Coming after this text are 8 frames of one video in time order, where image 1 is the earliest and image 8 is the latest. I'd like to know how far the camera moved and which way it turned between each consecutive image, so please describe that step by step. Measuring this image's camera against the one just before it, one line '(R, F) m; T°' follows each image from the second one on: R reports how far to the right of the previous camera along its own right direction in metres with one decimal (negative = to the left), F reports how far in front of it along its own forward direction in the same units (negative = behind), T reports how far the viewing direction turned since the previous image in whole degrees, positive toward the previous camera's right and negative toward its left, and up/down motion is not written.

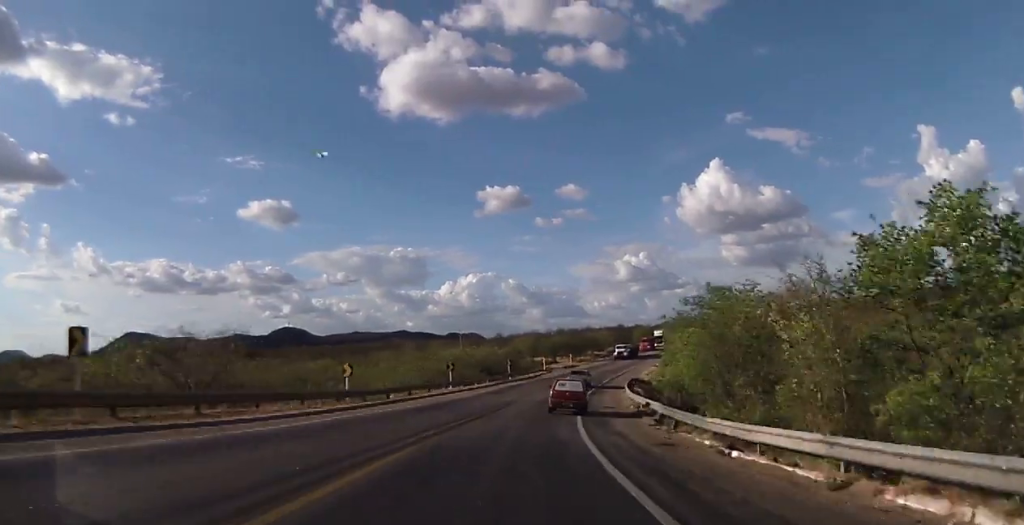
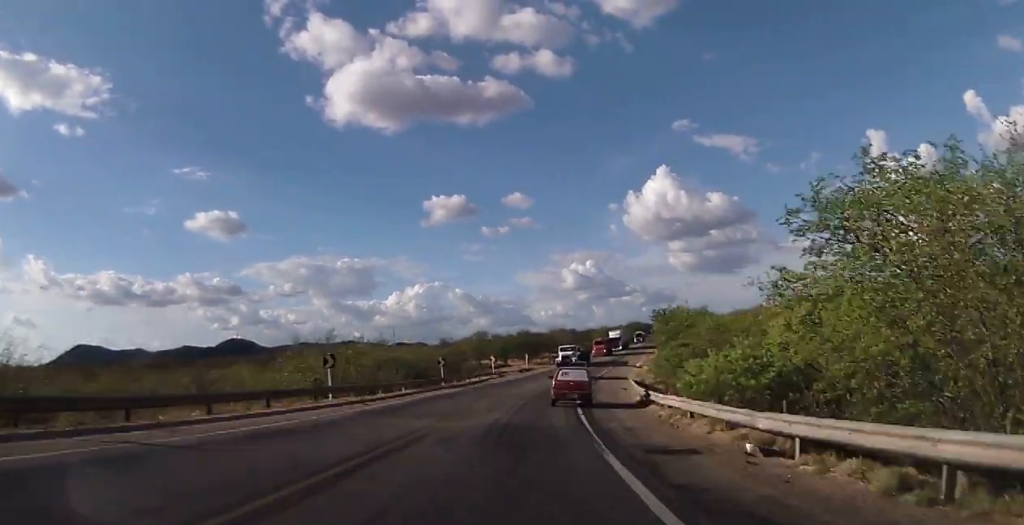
(+1.1, +22.6) m; +5°
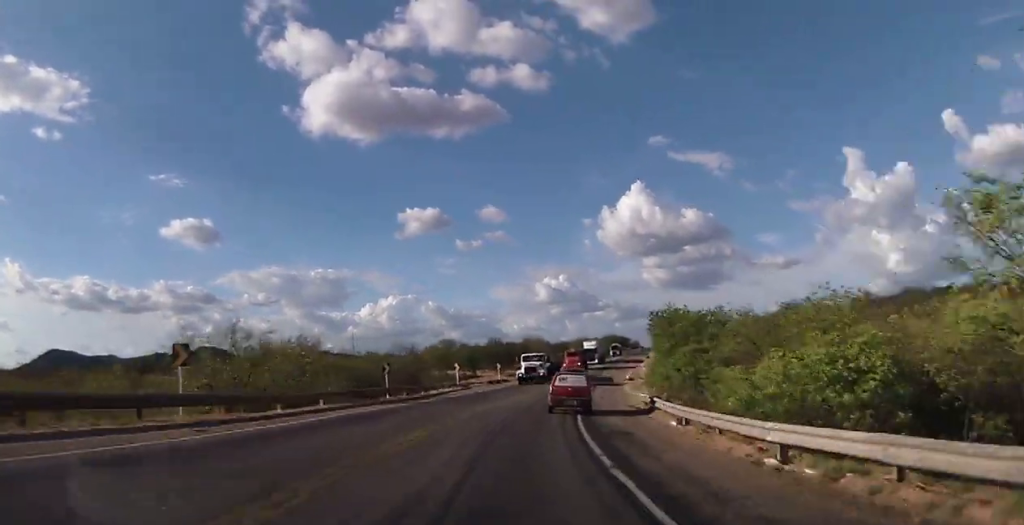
(+0.2, +11.6) m; +2°
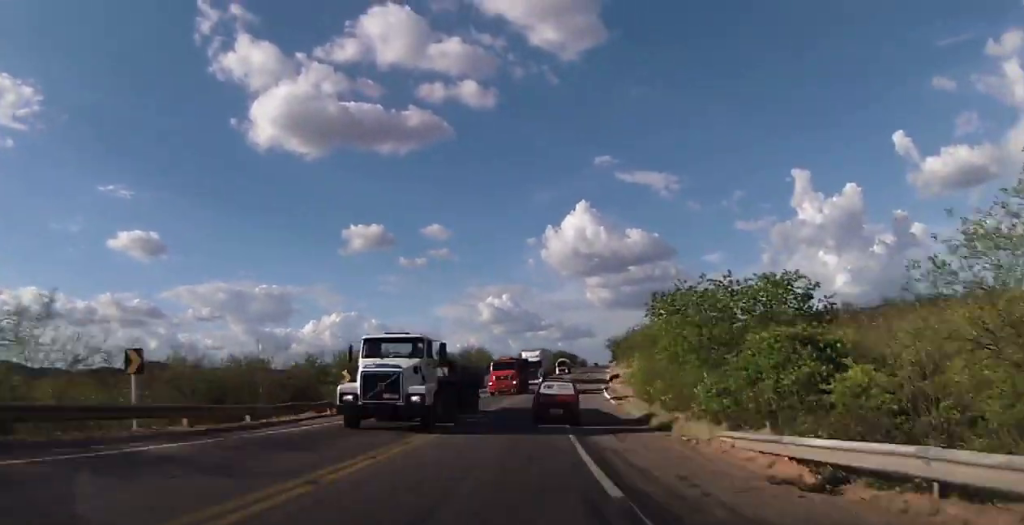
(+0.5, +21.3) m; +4°
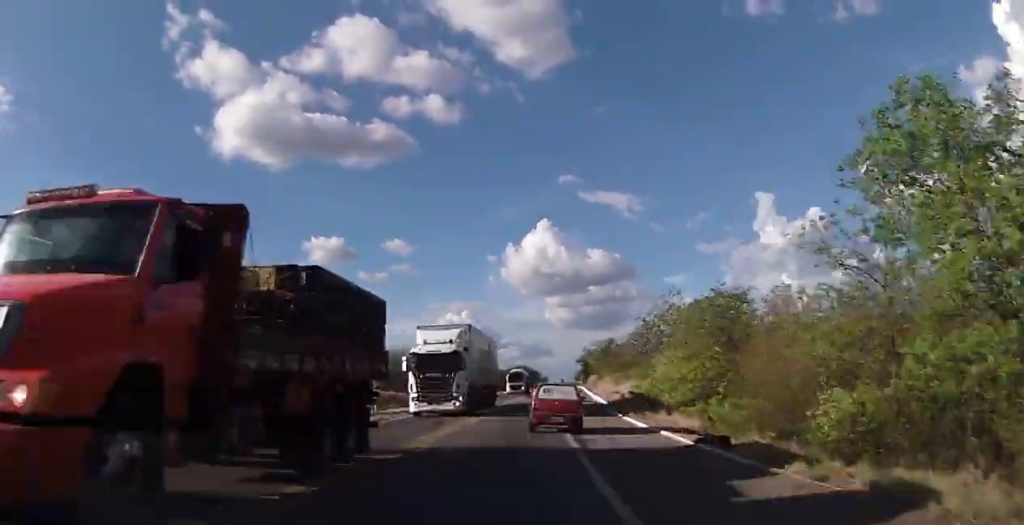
(+1.7, +27.7) m; +5°
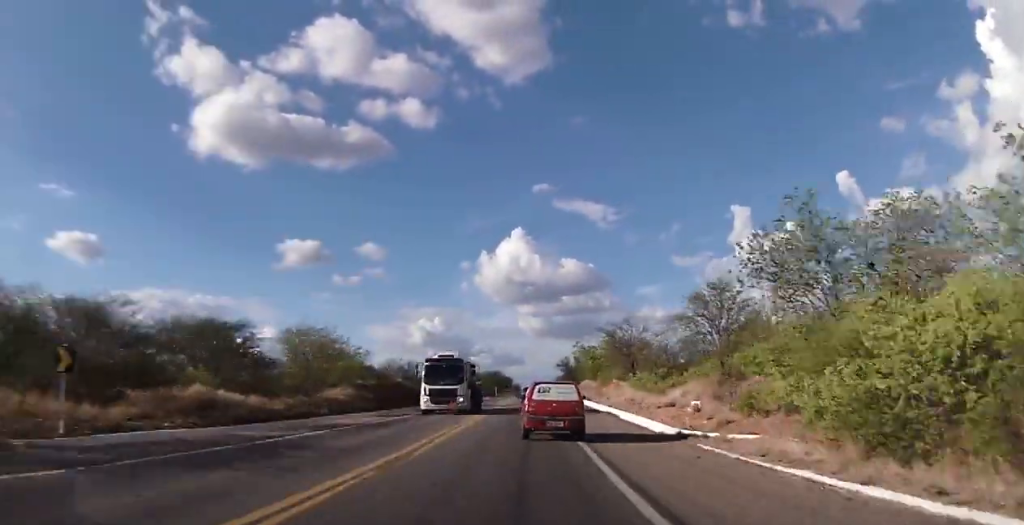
(+0.4, +28.9) m; +2°
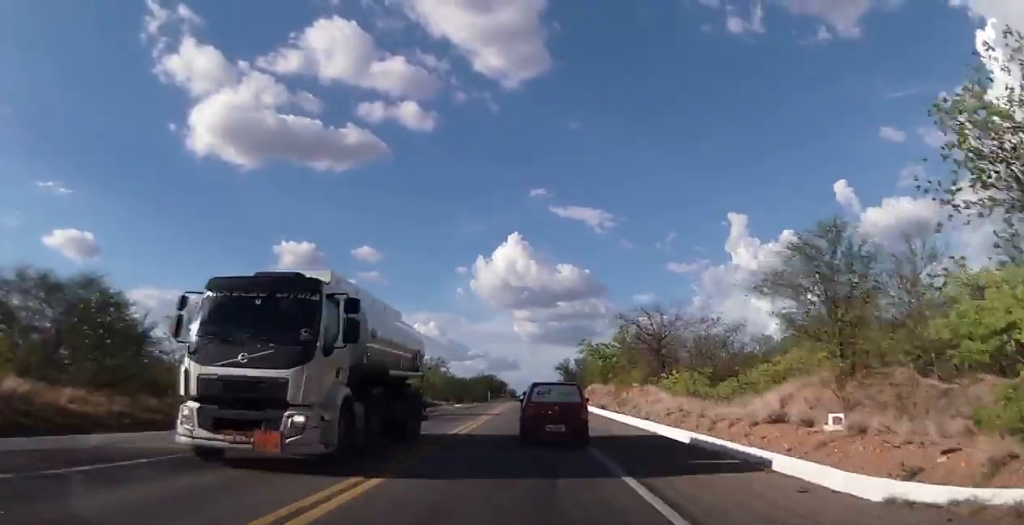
(+0.3, +13.4) m; +1°
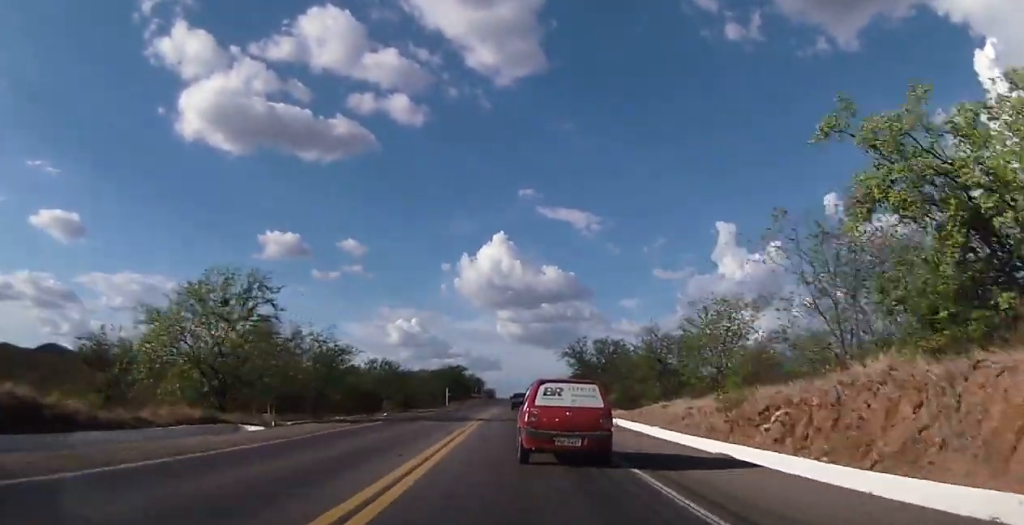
(+2.1, +61.3) m; +2°
